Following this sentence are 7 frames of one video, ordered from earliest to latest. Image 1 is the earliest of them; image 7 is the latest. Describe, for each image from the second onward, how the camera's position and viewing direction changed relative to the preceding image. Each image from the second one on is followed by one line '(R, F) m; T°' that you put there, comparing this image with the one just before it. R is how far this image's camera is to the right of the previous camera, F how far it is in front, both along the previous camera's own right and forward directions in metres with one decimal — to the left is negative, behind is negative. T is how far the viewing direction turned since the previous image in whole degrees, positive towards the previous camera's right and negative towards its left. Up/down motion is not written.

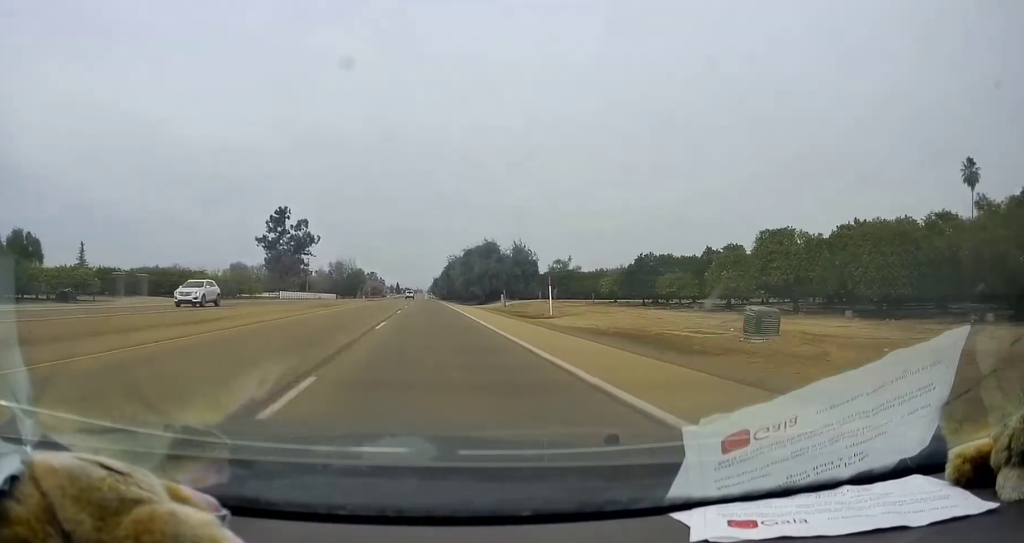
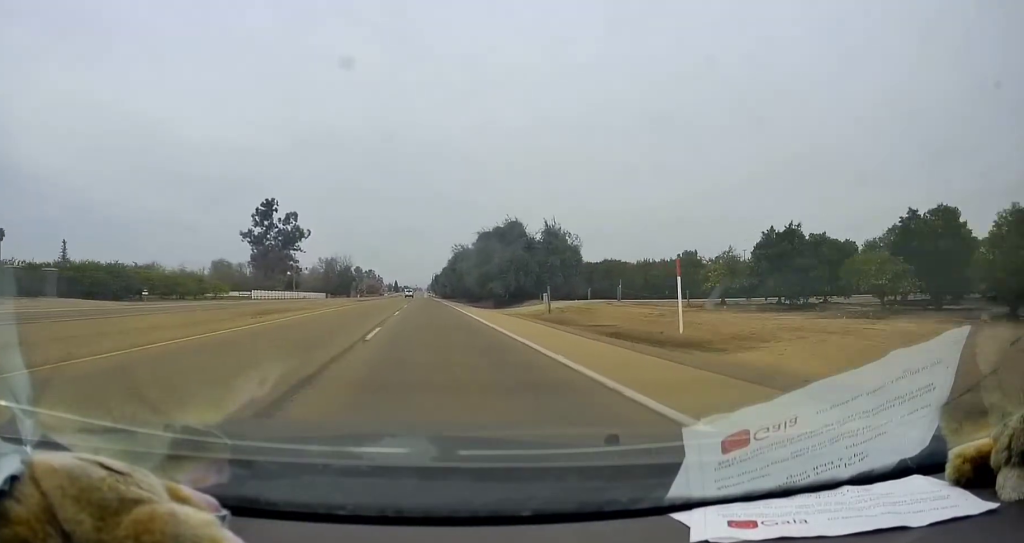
(0.0, +17.6) m; 0°
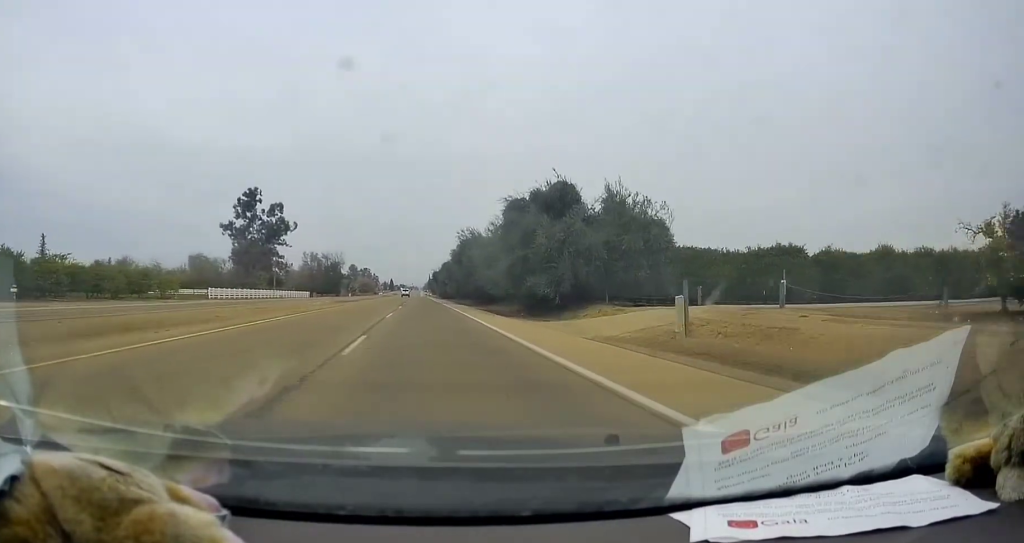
(0.0, +18.4) m; 0°
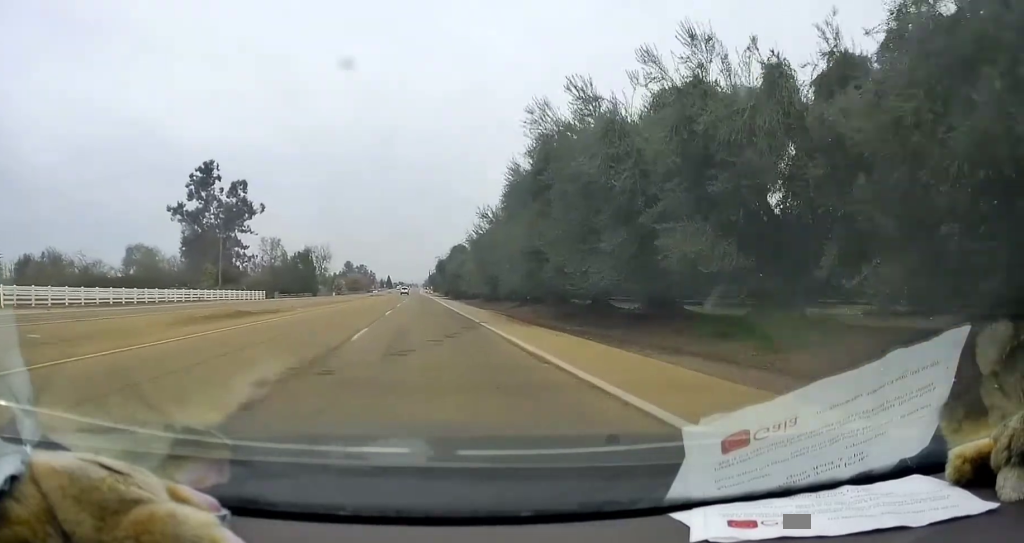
(0.0, +42.1) m; 0°
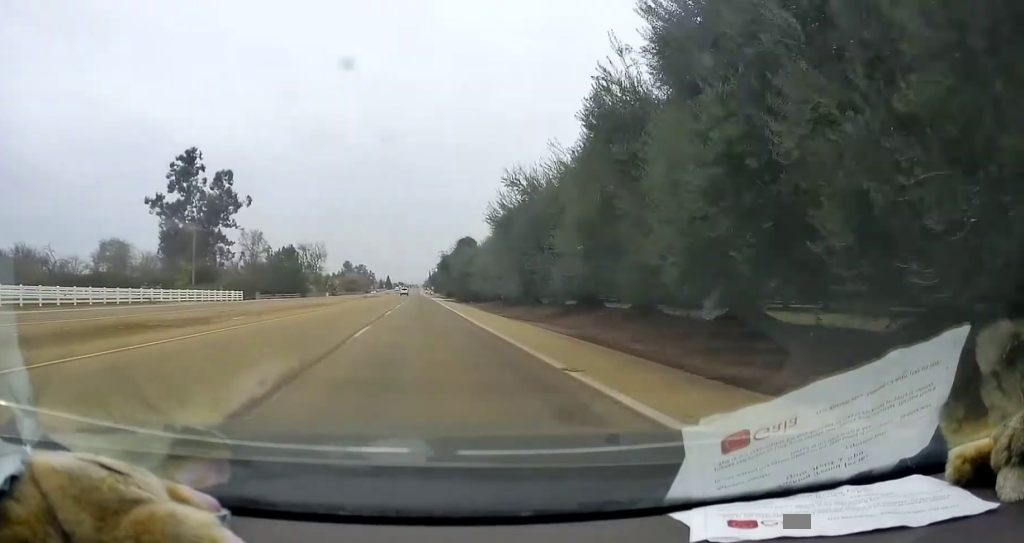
(0.0, +12.6) m; 0°
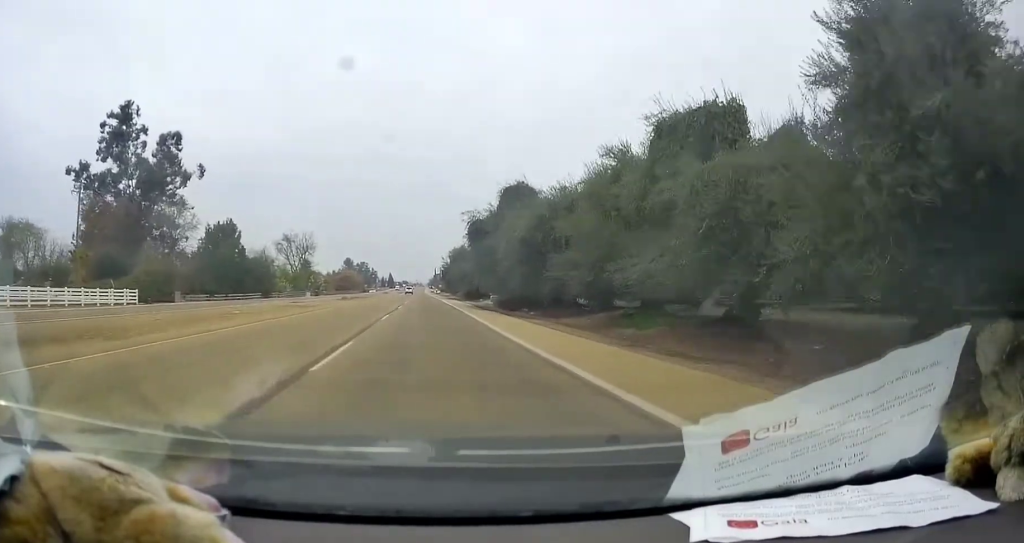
(0.0, +37.0) m; 0°
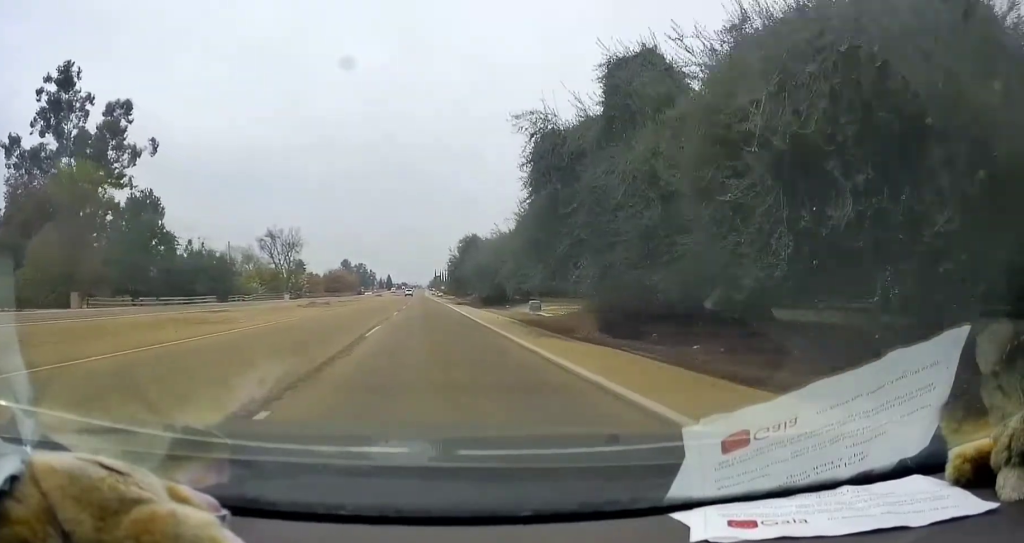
(0.0, +21.6) m; 0°
